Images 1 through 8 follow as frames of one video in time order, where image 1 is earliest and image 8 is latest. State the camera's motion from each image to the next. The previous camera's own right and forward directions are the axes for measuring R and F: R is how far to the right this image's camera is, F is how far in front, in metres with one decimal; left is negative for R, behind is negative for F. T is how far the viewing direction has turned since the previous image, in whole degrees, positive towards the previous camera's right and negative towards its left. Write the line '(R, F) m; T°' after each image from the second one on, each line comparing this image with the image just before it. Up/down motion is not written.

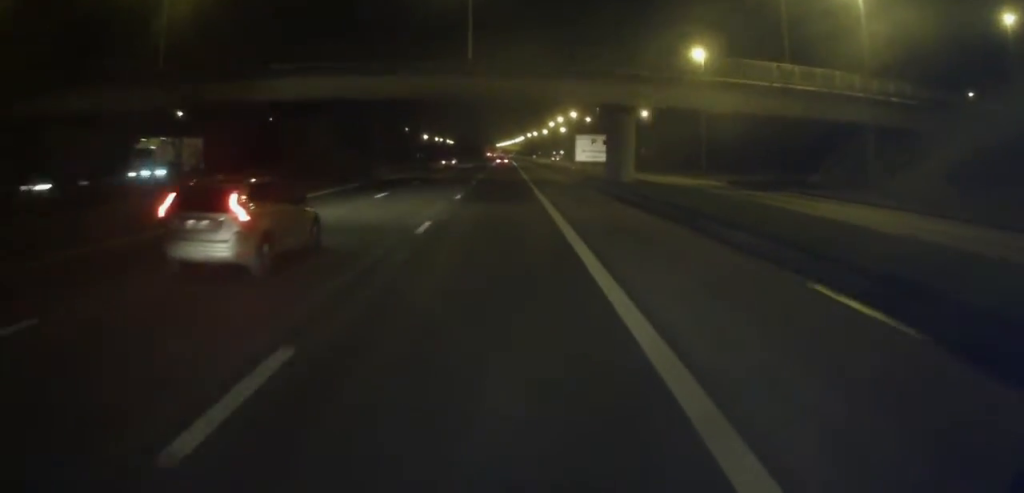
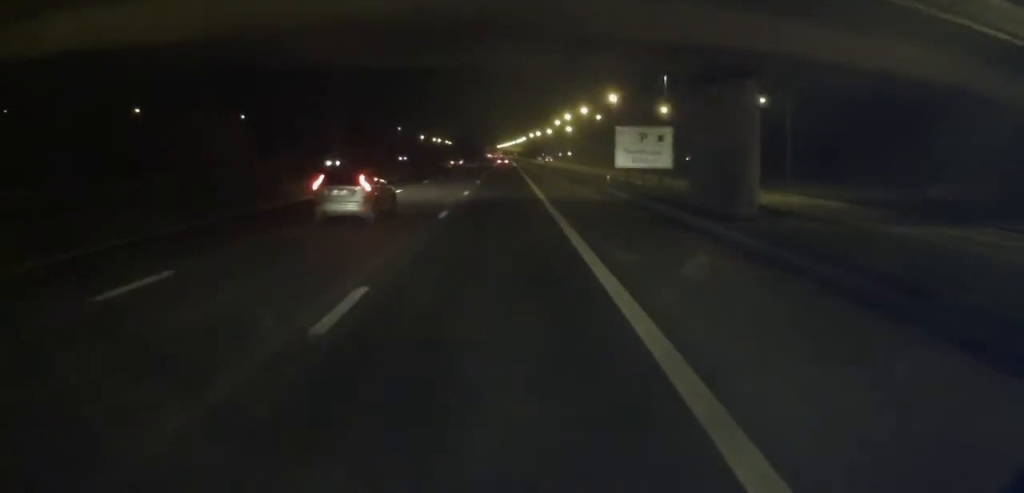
(0.0, +21.2) m; 0°
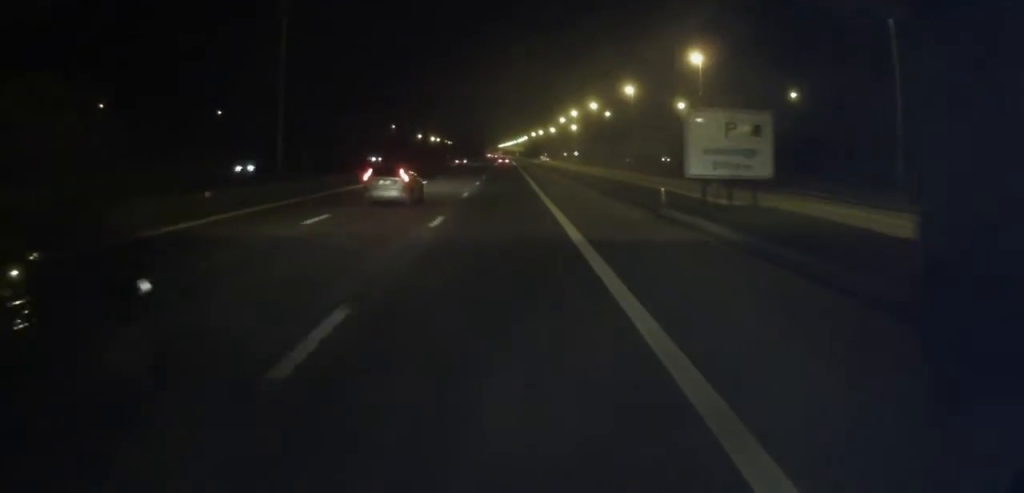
(+0.2, +14.9) m; 0°
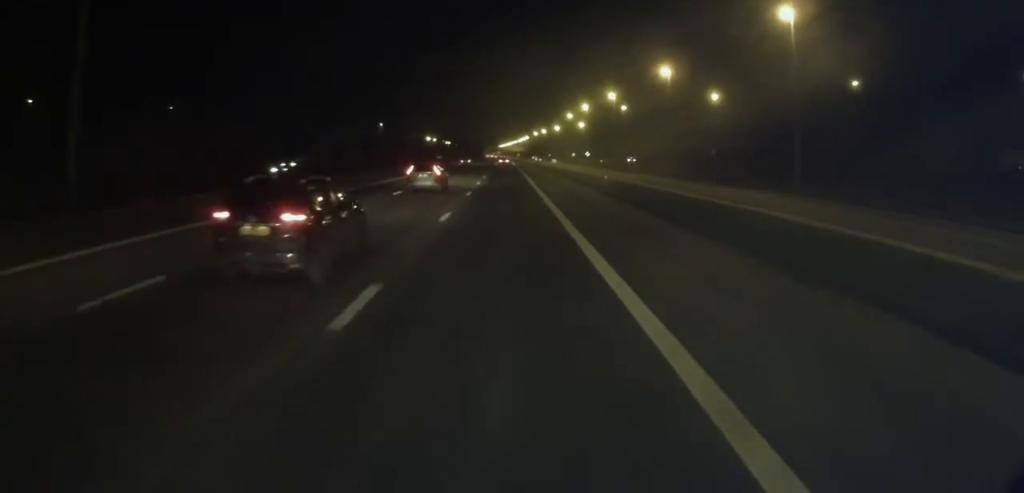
(-0.3, +23.6) m; 0°
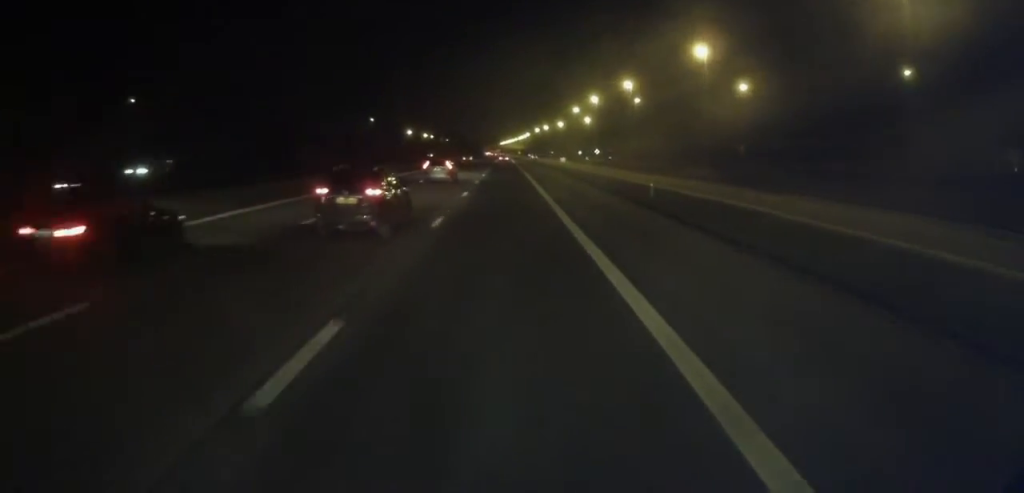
(+0.3, +14.9) m; 0°
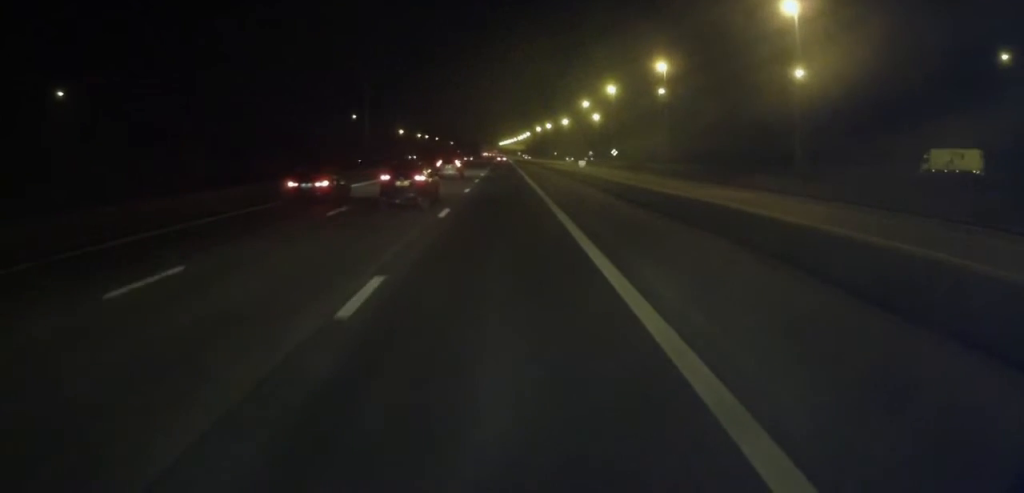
(-0.2, +21.9) m; -1°
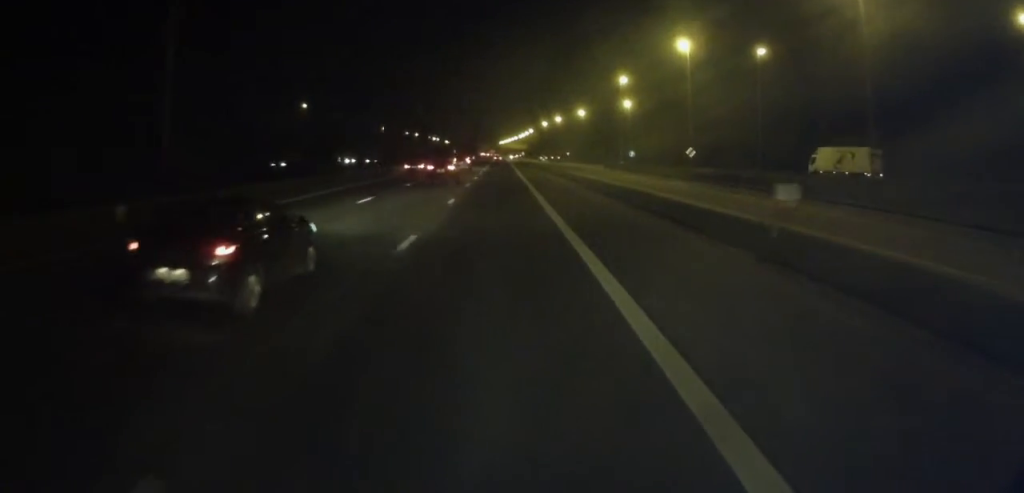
(+0.4, +44.5) m; +1°
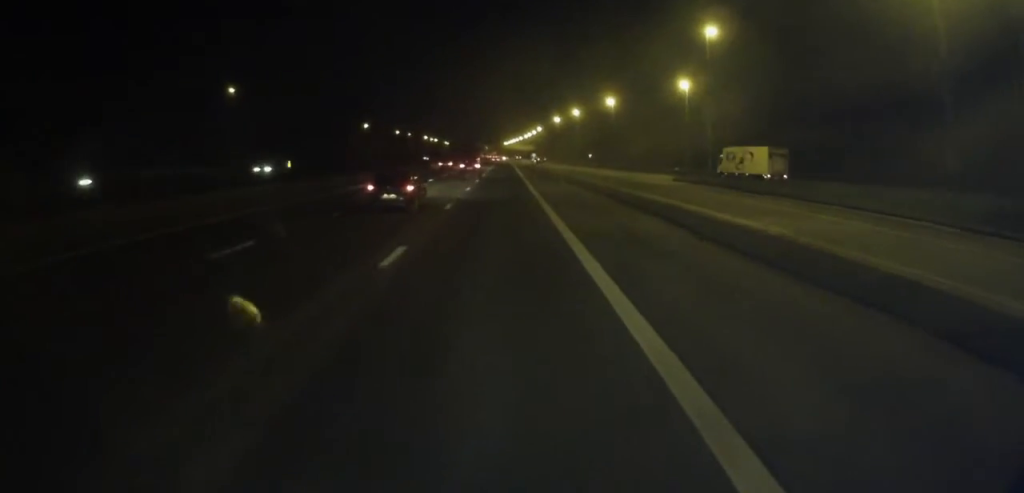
(-0.2, +38.9) m; 0°
